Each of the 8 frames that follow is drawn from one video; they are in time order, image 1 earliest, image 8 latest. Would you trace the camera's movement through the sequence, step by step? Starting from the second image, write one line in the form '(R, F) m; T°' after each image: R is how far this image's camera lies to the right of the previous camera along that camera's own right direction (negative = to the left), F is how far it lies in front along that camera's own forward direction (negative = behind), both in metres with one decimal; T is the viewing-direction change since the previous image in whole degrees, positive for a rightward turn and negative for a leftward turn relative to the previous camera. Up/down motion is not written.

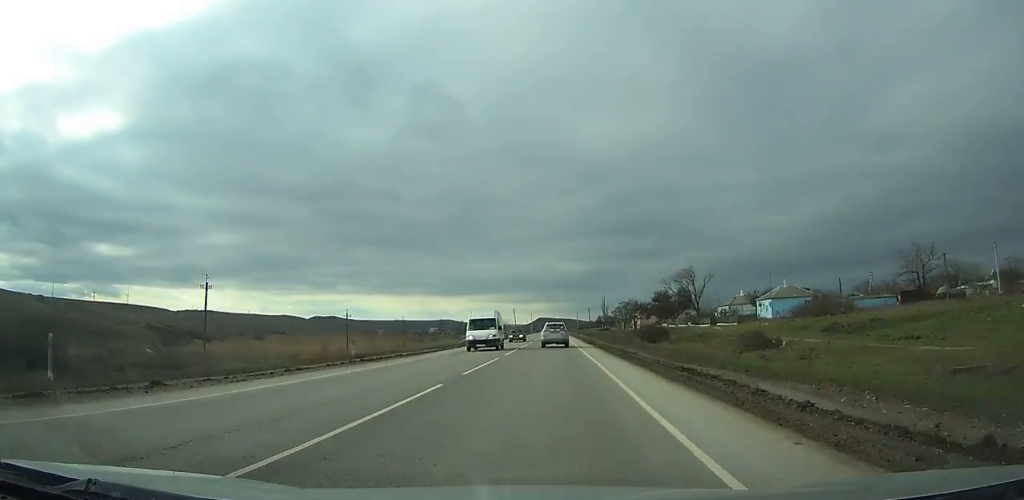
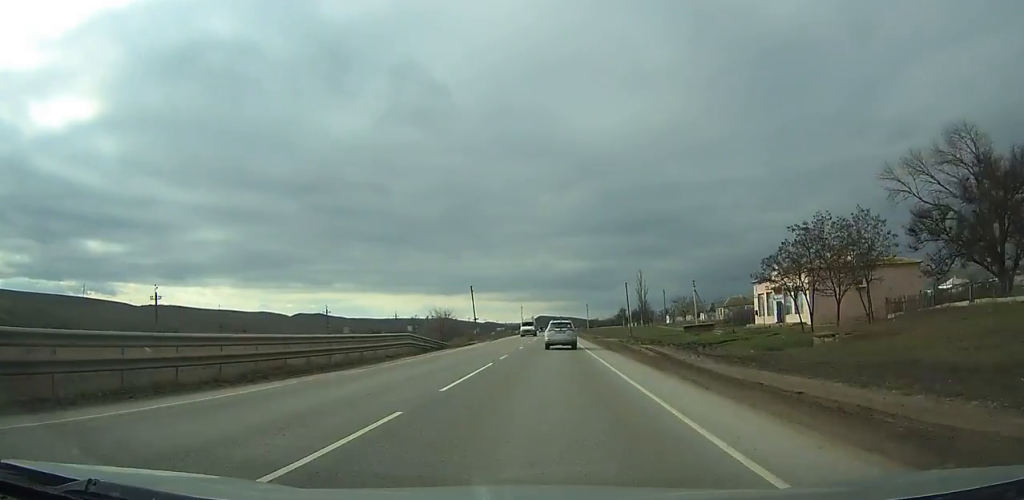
(0.0, +100.5) m; 0°
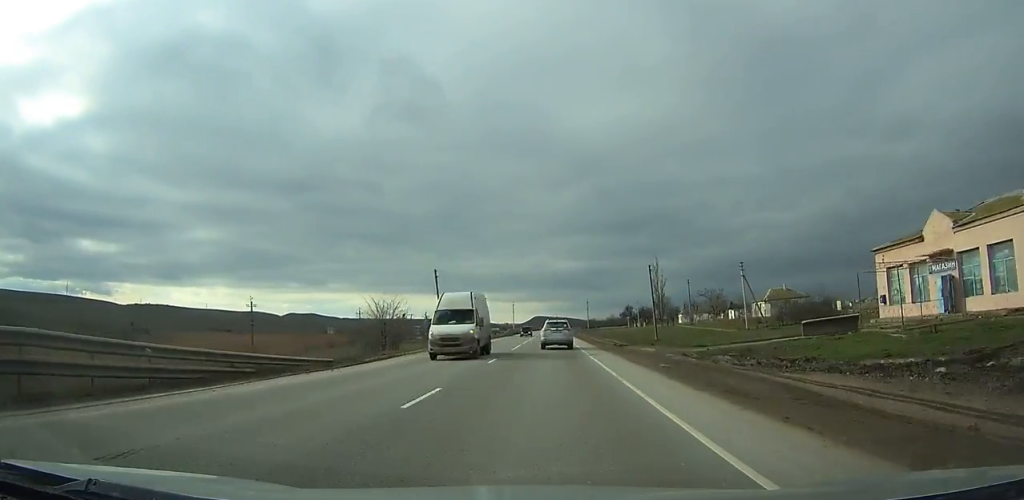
(-0.1, +26.5) m; 0°
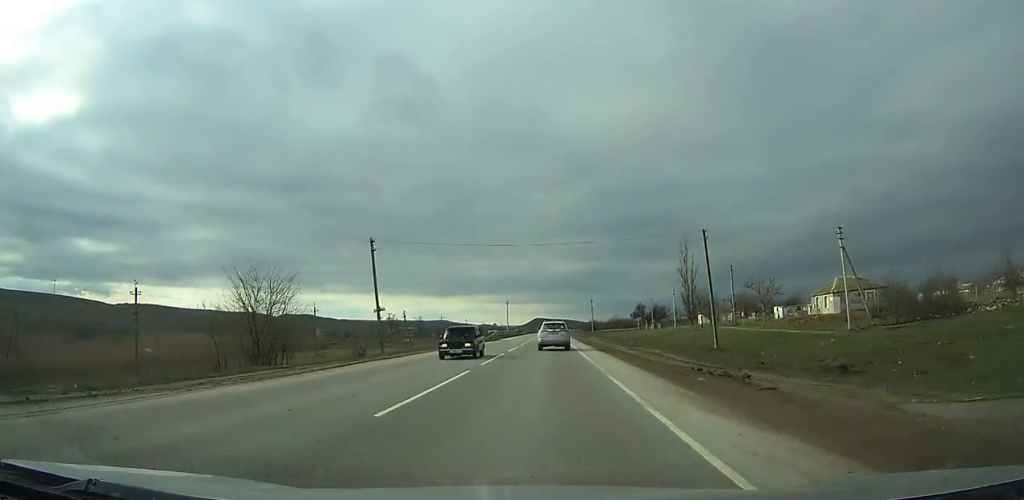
(0.0, +25.0) m; 0°
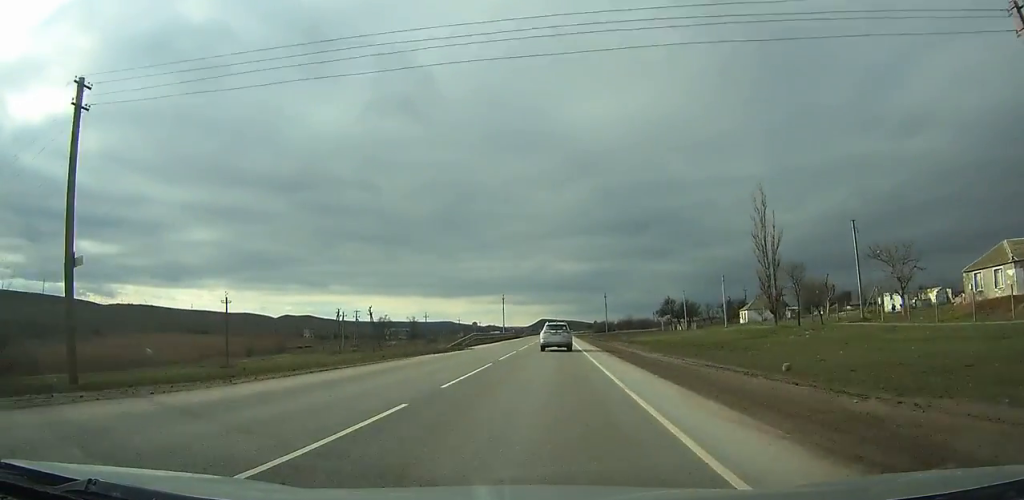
(-0.1, +31.7) m; 0°
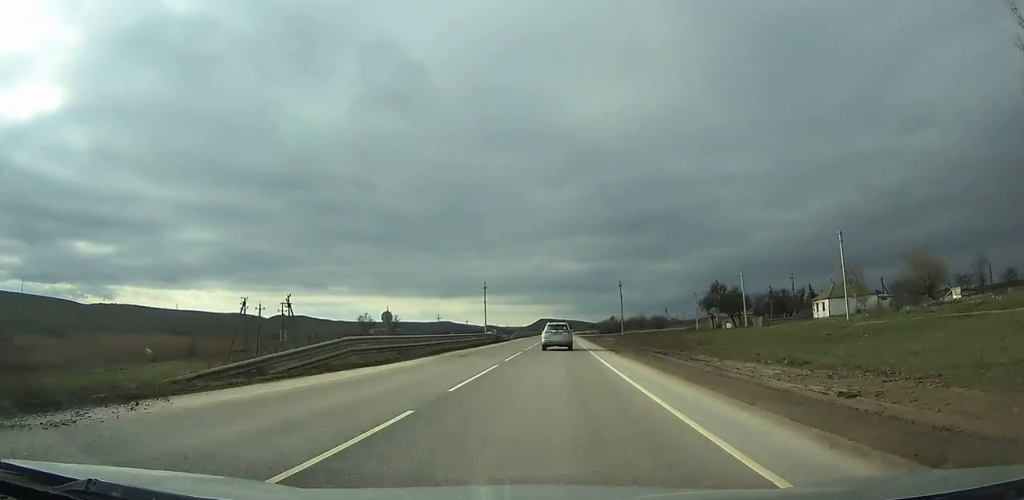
(+0.1, +37.0) m; 0°
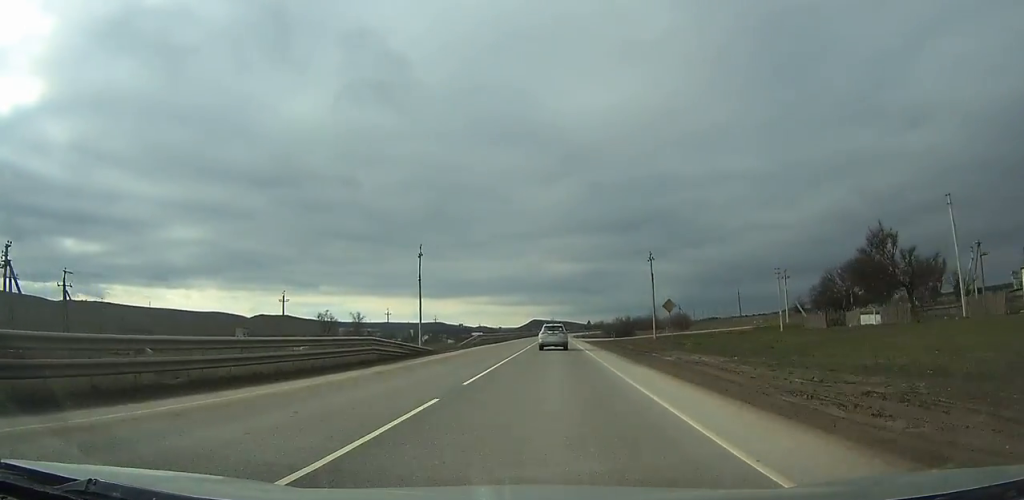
(0.0, +46.5) m; 0°
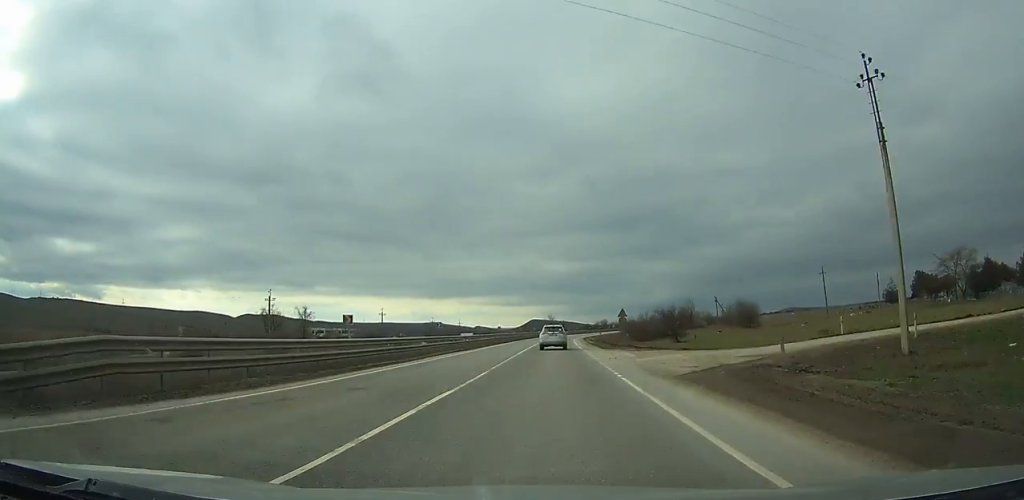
(+0.2, +55.0) m; +1°
